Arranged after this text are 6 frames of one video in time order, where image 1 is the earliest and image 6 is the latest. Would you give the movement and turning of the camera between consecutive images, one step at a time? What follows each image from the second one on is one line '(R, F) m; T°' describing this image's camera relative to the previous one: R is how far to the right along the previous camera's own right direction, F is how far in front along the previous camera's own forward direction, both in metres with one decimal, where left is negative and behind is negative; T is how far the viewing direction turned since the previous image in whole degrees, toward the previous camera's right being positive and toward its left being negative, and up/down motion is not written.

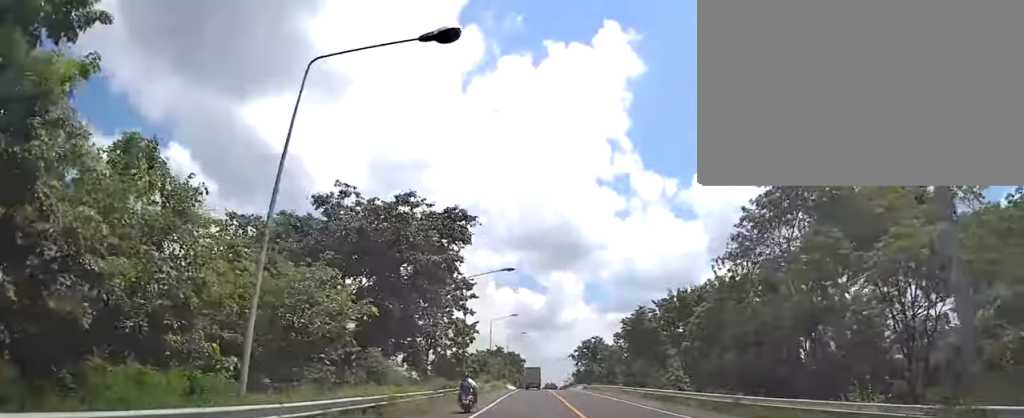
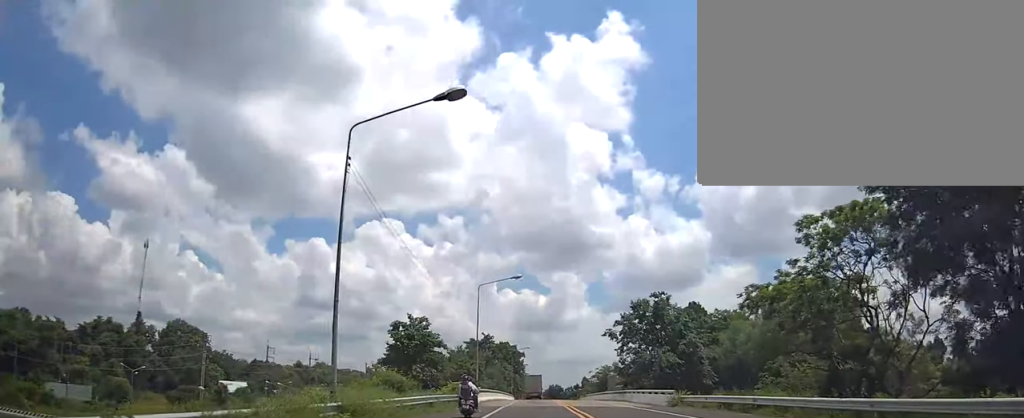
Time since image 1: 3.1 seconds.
(+1.5, +55.7) m; +2°
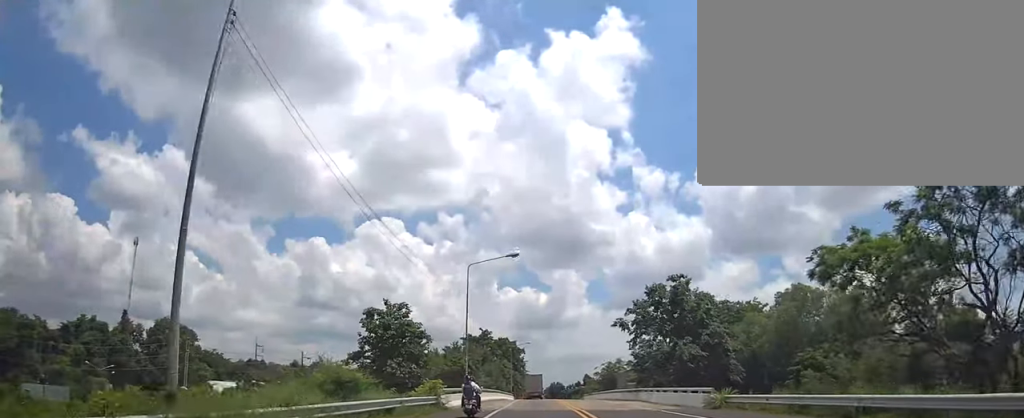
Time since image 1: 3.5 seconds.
(-0.4, +7.4) m; 0°
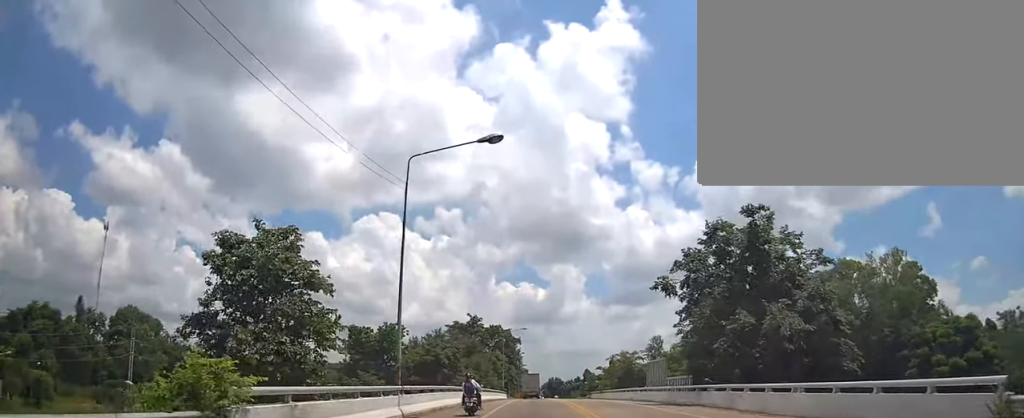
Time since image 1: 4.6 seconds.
(-0.2, +18.5) m; +1°
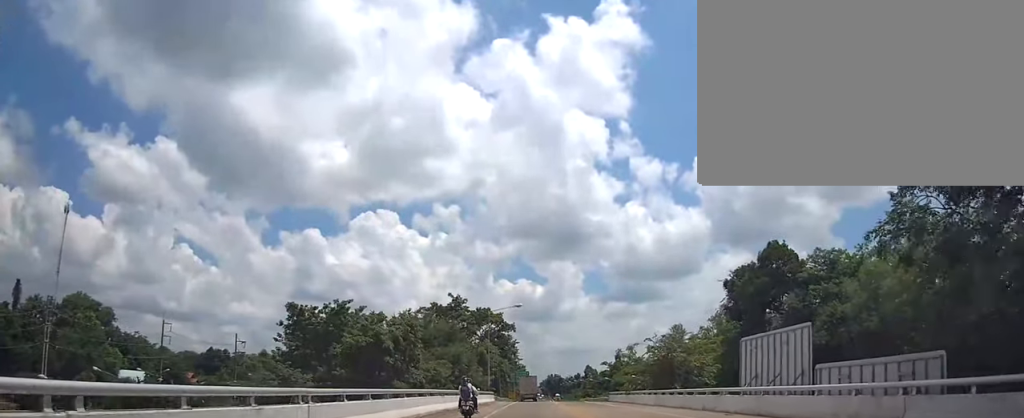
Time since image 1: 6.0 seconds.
(+0.5, +21.8) m; -1°
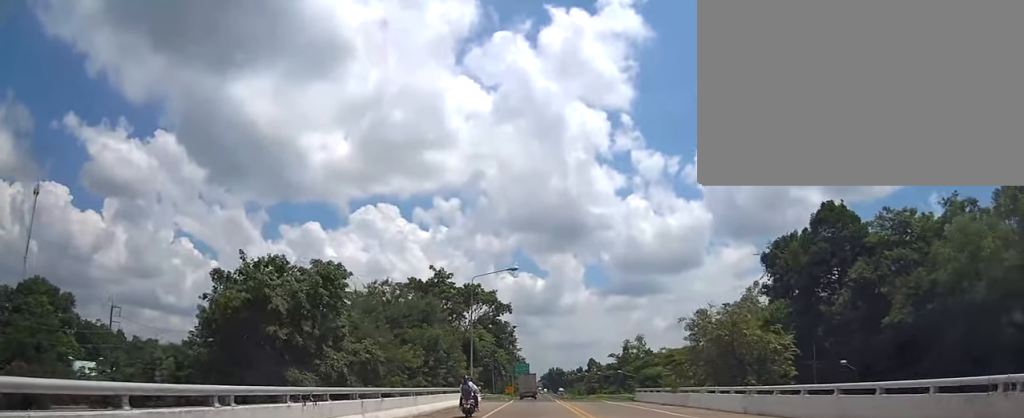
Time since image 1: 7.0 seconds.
(-0.8, +16.4) m; -1°
